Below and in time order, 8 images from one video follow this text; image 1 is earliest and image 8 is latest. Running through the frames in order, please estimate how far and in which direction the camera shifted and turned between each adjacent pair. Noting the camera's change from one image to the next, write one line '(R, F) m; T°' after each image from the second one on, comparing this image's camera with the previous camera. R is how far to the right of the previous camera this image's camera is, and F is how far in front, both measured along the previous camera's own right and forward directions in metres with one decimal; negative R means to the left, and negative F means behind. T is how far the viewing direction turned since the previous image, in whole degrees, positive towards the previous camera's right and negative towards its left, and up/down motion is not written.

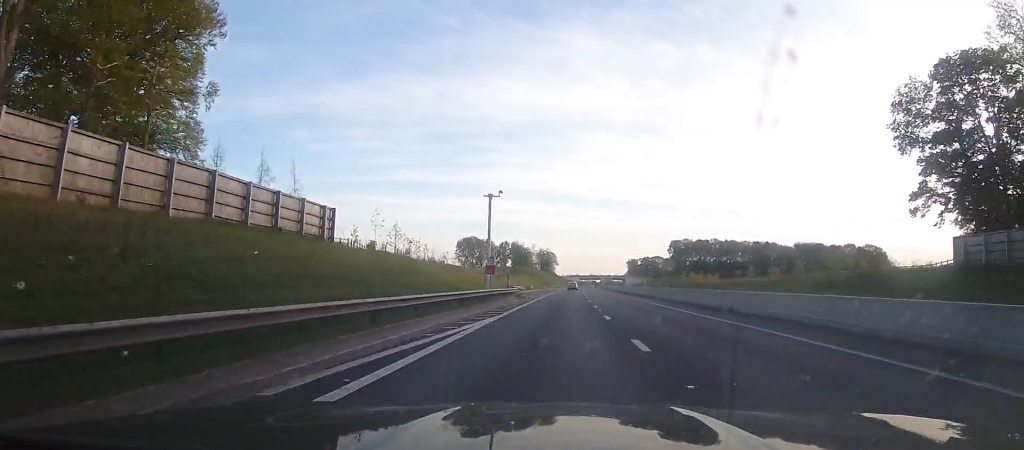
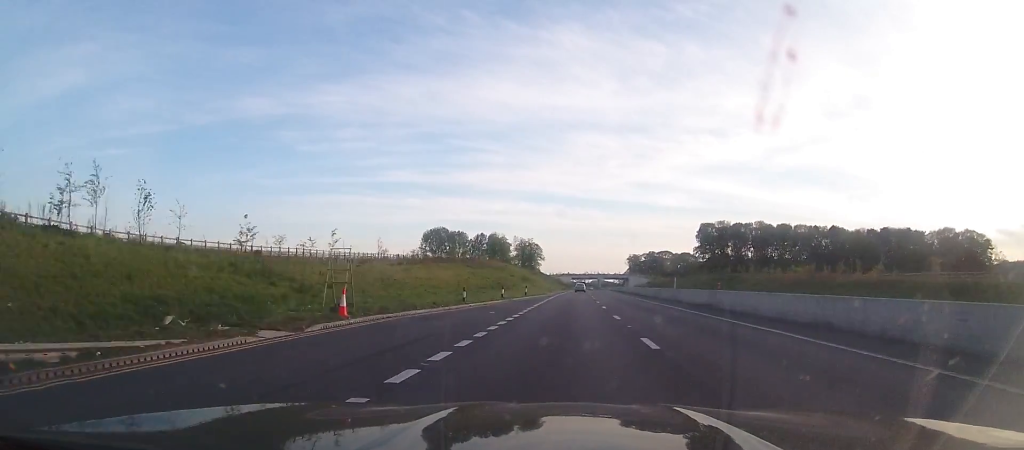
(+0.1, +81.9) m; +1°
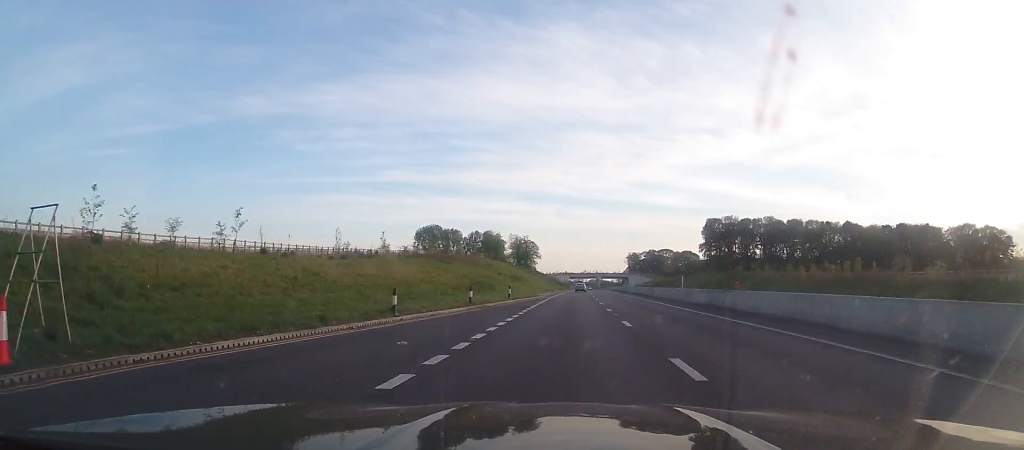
(+0.1, +12.7) m; 0°
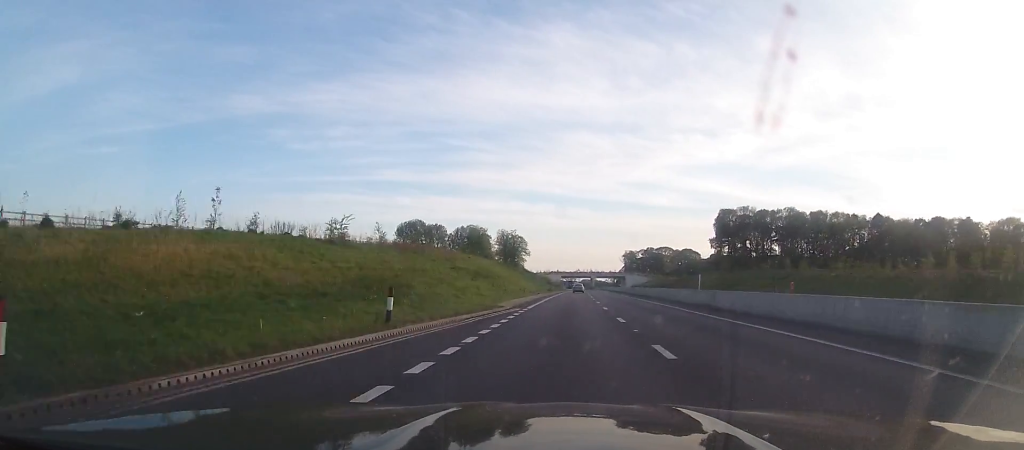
(+0.2, +25.4) m; +1°
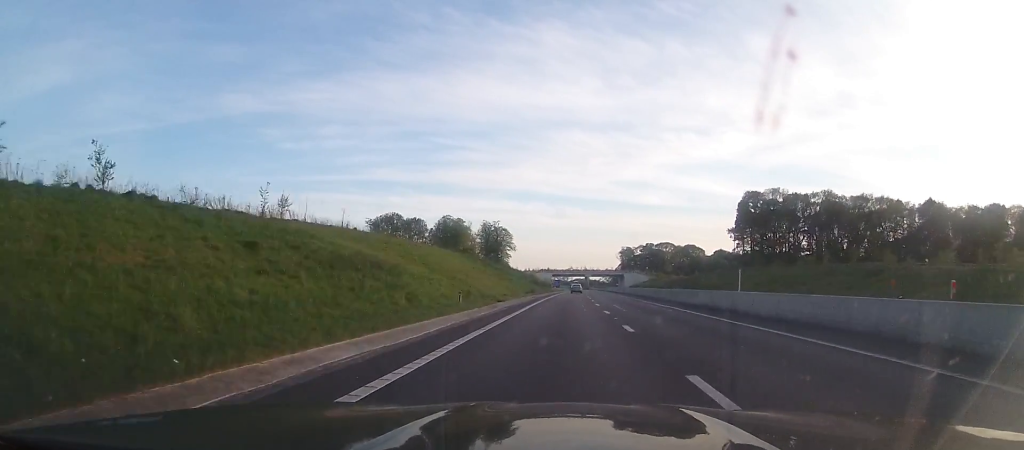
(+0.3, +31.1) m; +1°
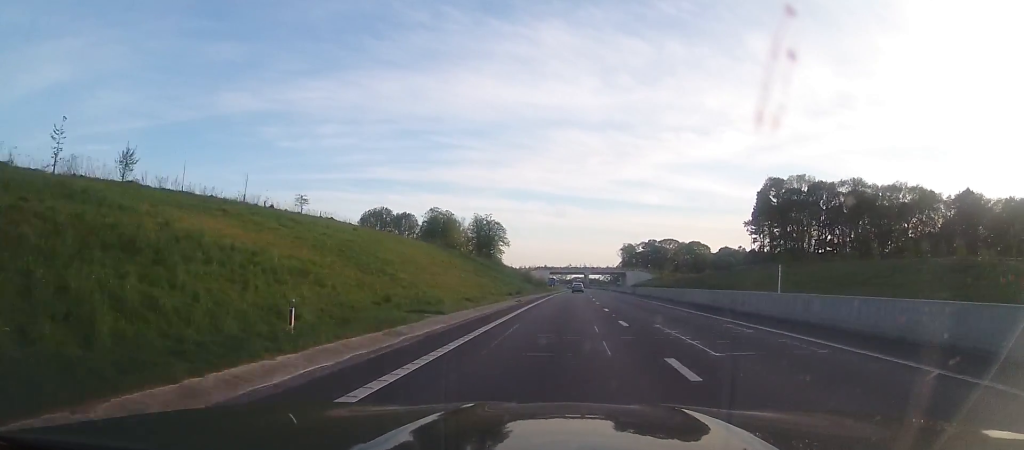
(+0.1, +16.5) m; 0°
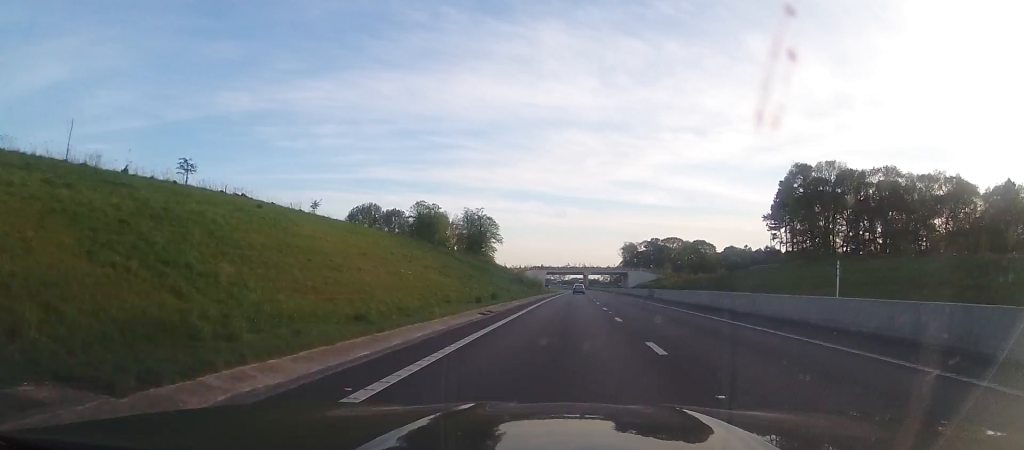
(0.0, +15.5) m; 0°
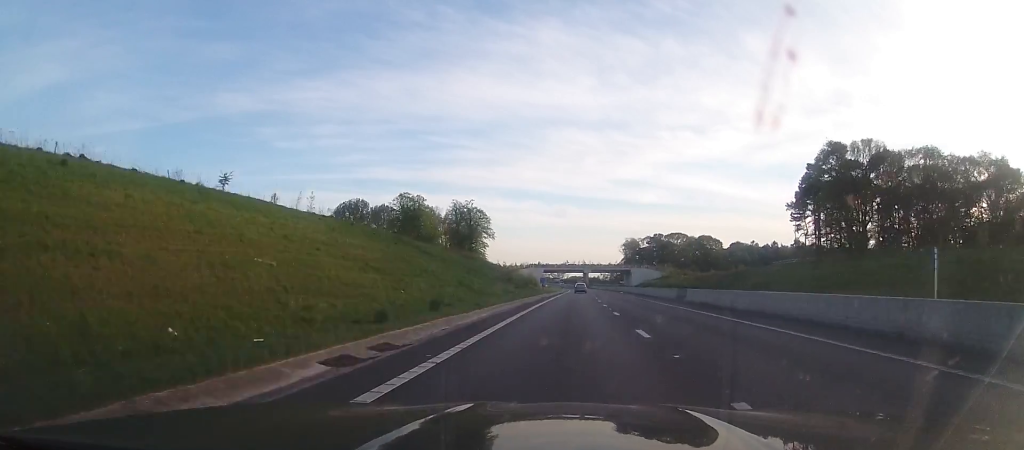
(0.0, +15.5) m; 0°
